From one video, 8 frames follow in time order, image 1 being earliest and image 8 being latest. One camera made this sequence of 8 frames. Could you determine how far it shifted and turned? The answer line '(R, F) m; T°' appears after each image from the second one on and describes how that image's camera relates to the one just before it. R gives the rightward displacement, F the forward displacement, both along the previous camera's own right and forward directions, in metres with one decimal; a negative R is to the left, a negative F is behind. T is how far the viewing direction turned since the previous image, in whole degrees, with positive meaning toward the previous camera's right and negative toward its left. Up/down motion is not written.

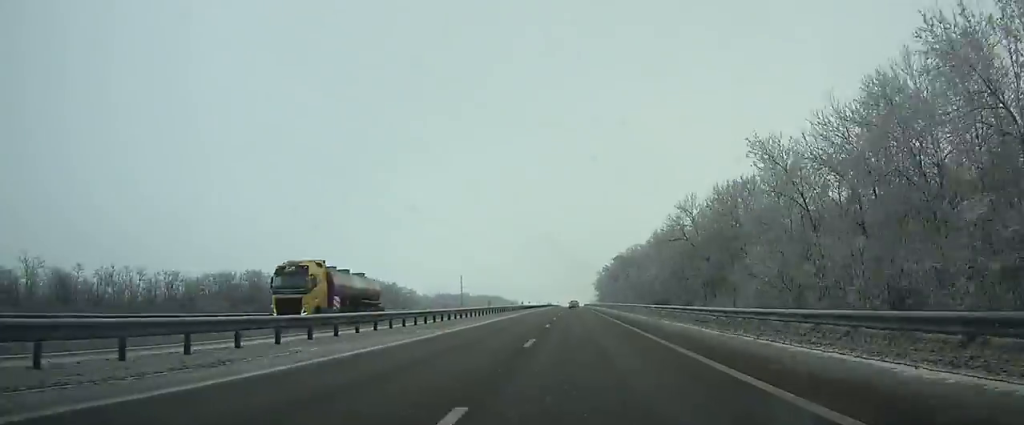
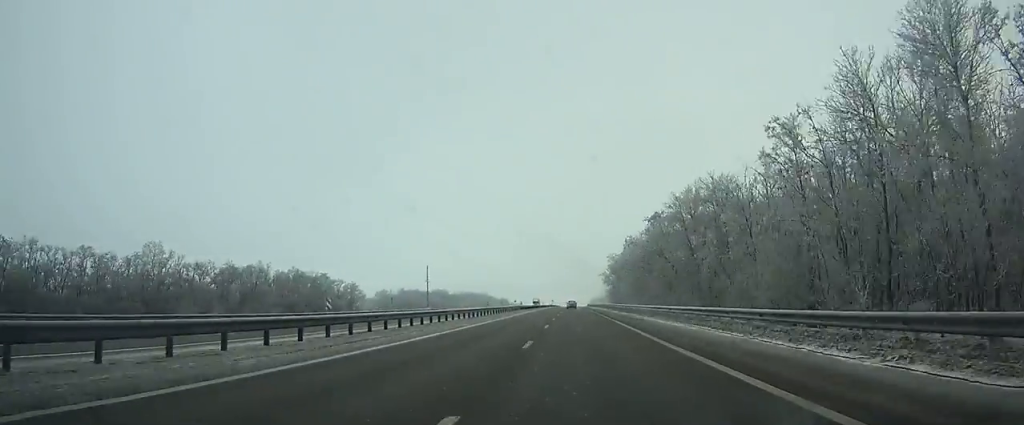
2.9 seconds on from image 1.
(+3.2, +75.0) m; +3°
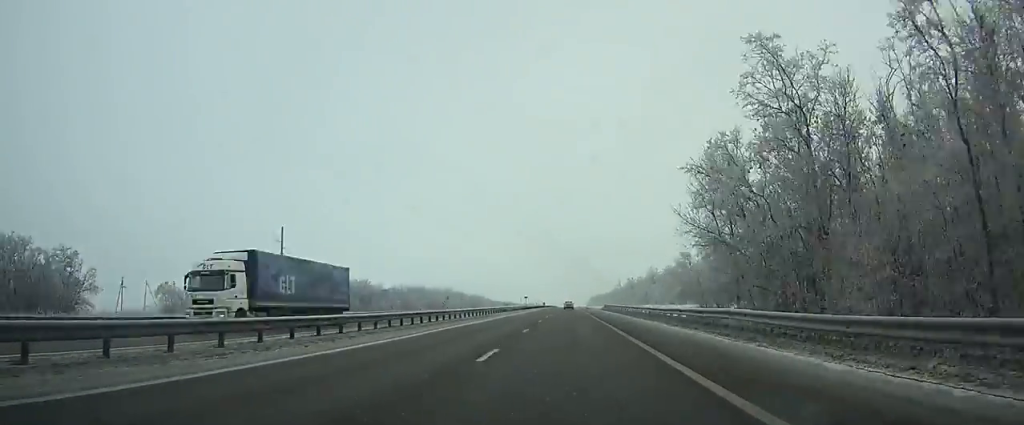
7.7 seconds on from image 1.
(+0.5, +124.5) m; 0°
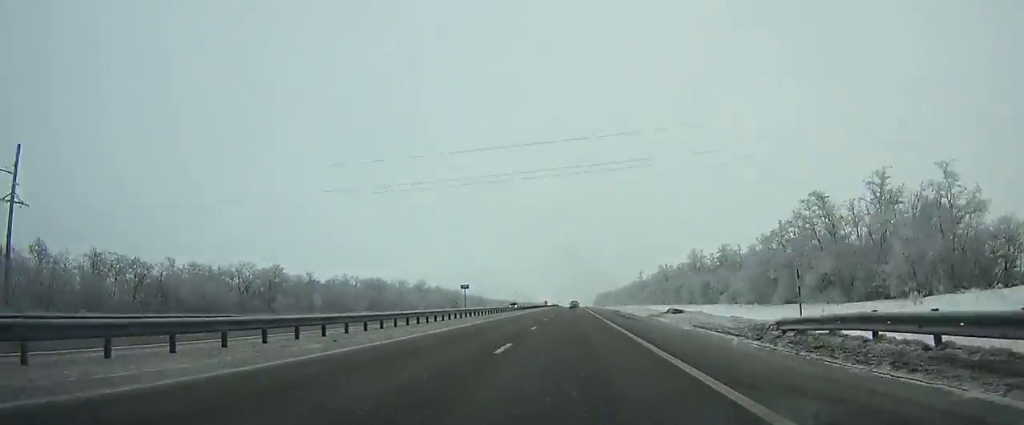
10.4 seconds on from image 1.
(-0.3, +70.4) m; 0°
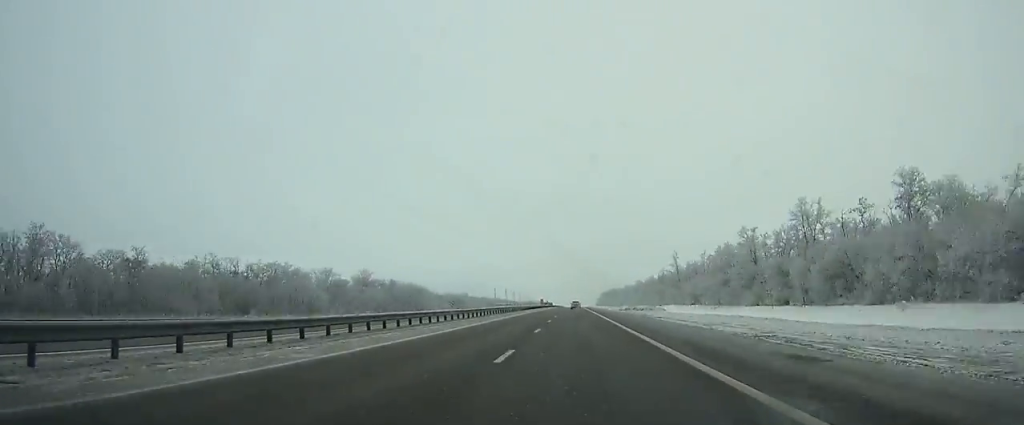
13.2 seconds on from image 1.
(-0.2, +73.3) m; 0°
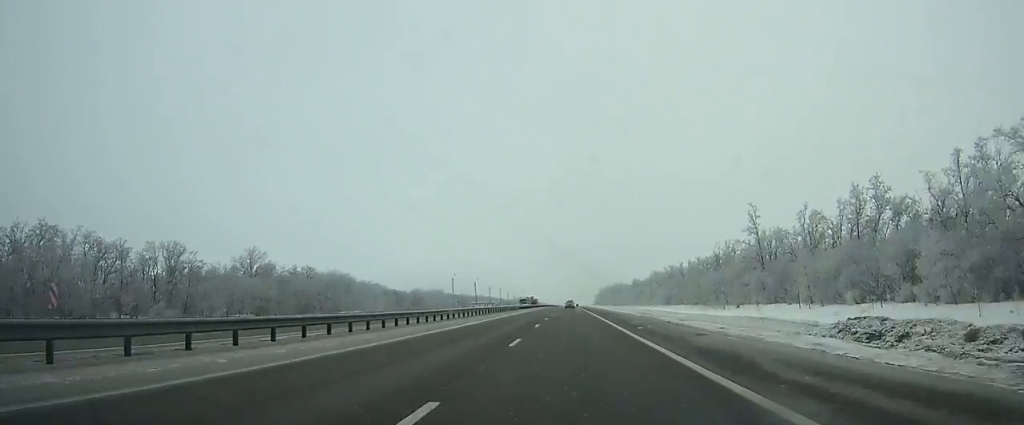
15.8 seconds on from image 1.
(+0.2, +68.3) m; 0°
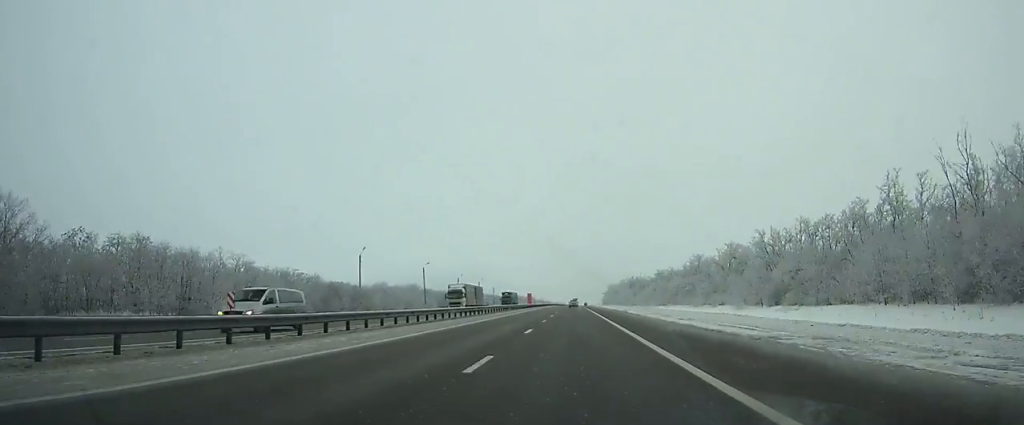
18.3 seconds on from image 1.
(0.0, +65.8) m; 0°
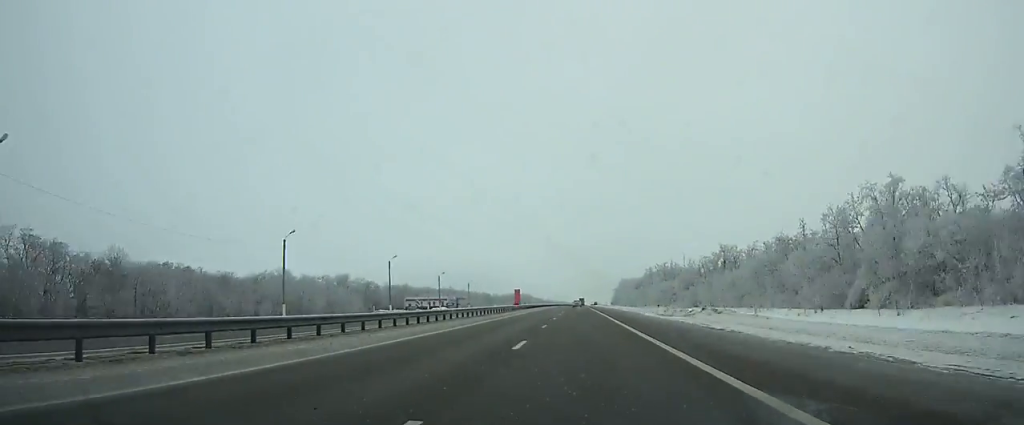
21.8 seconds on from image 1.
(-0.2, +92.5) m; 0°
